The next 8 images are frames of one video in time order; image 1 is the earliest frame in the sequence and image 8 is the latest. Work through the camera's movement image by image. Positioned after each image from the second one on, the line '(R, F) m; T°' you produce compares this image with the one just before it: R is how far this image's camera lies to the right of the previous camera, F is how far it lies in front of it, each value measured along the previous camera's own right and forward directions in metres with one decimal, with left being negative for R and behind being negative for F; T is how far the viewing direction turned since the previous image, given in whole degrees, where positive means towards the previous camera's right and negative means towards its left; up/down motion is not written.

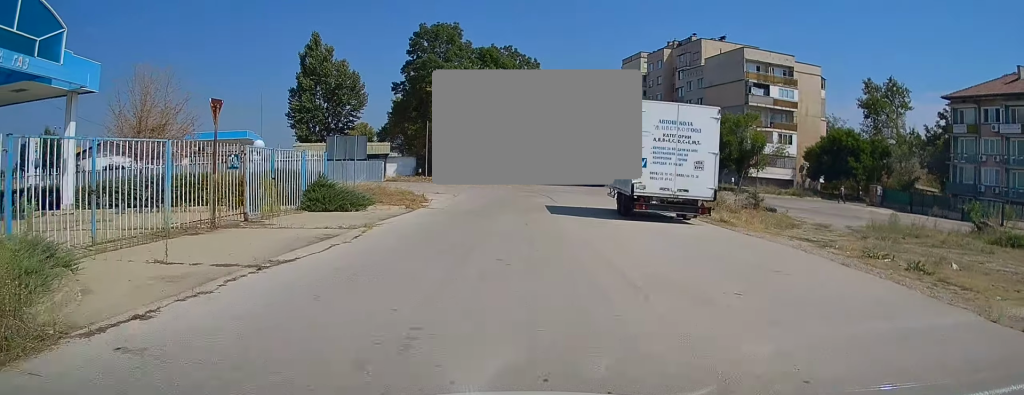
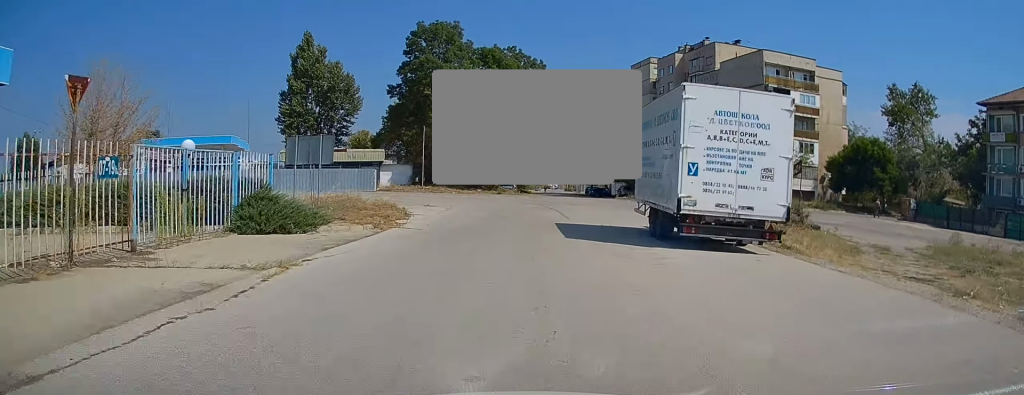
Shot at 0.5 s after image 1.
(0.0, +5.2) m; -1°
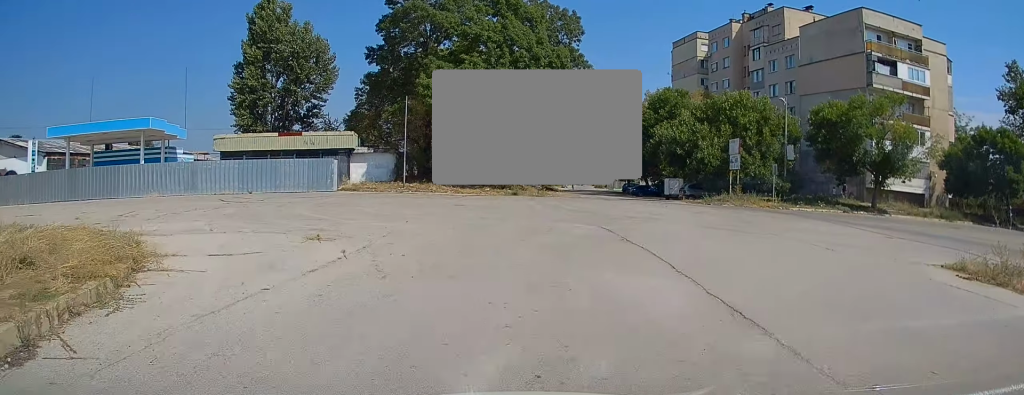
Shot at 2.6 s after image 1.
(-0.6, +19.3) m; -4°
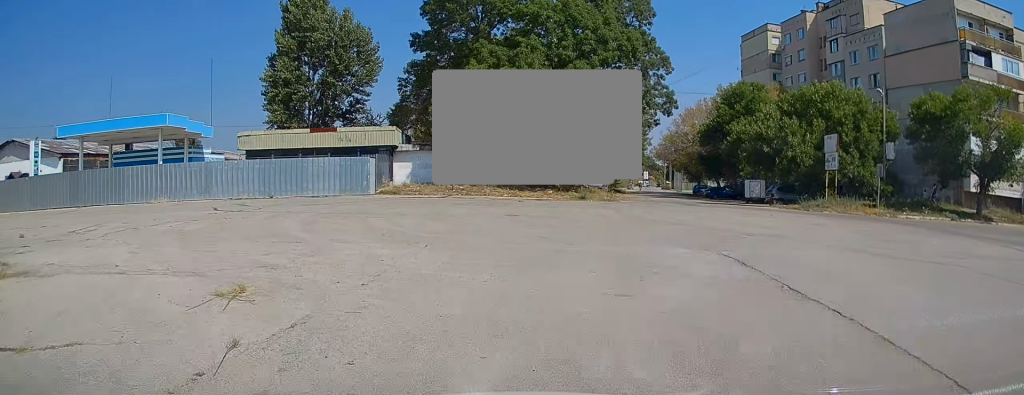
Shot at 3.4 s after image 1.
(0.0, +6.1) m; -5°
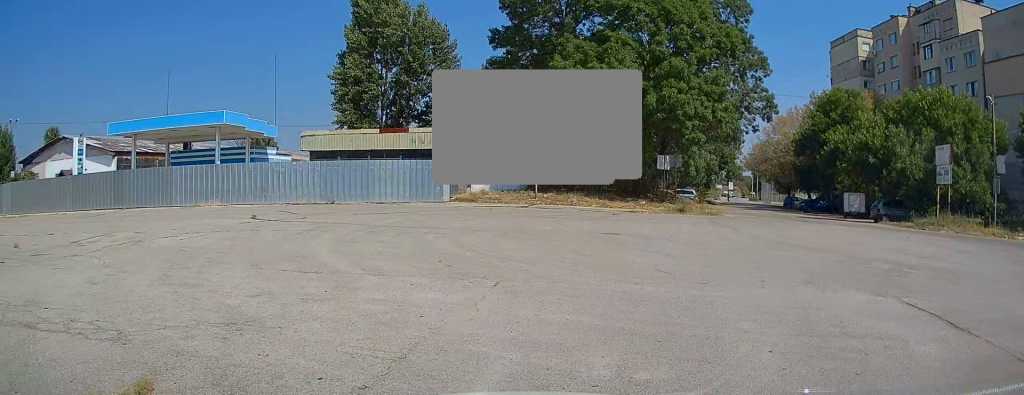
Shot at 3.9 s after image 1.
(-0.3, +3.5) m; -8°
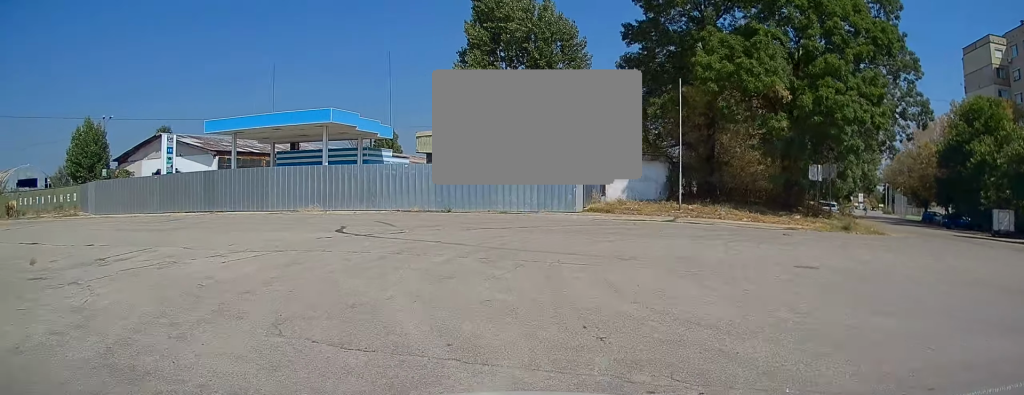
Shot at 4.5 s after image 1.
(+0.1, +3.9) m; -9°
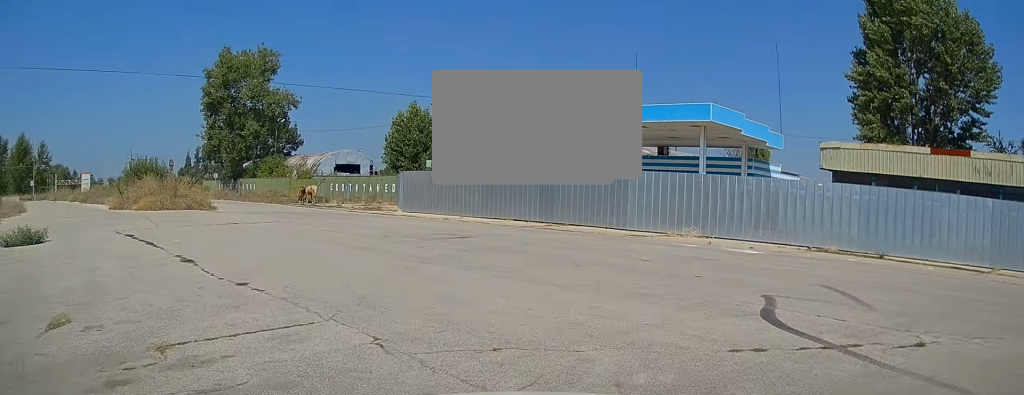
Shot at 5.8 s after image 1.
(-2.5, +7.7) m; -33°
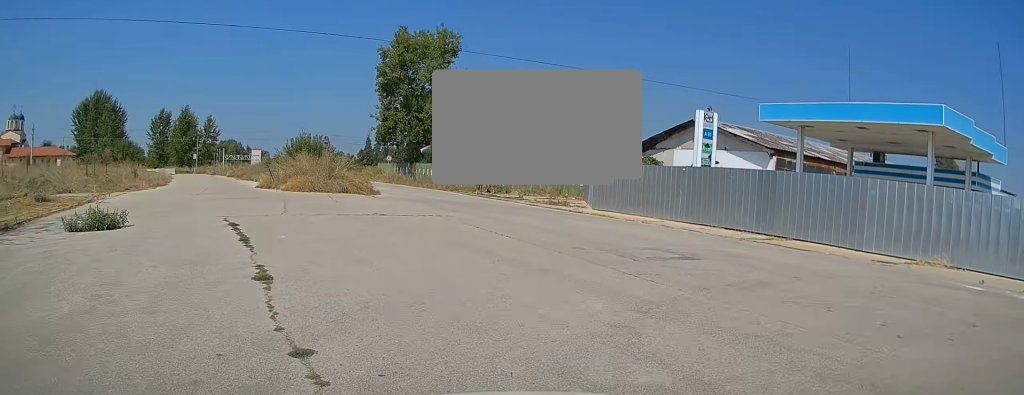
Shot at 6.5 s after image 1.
(-0.4, +4.1) m; -18°
